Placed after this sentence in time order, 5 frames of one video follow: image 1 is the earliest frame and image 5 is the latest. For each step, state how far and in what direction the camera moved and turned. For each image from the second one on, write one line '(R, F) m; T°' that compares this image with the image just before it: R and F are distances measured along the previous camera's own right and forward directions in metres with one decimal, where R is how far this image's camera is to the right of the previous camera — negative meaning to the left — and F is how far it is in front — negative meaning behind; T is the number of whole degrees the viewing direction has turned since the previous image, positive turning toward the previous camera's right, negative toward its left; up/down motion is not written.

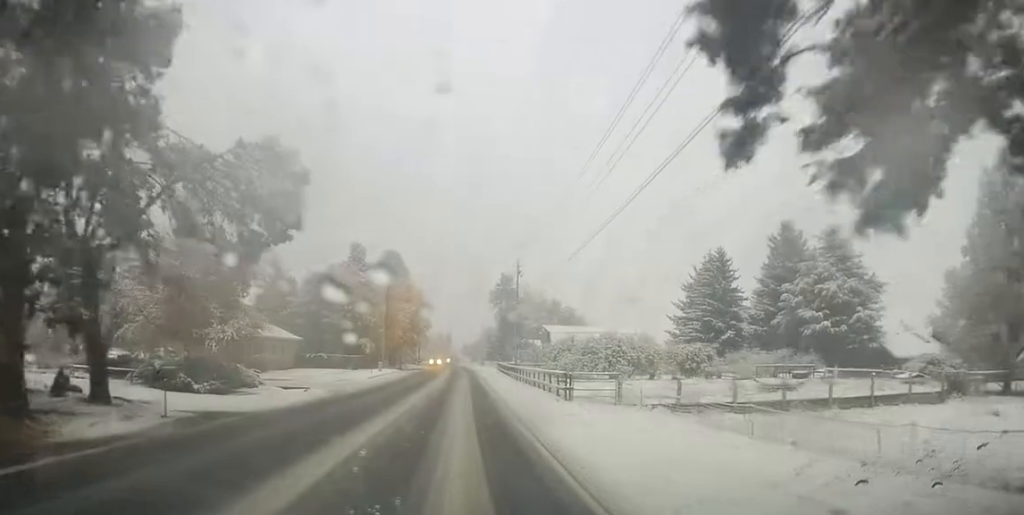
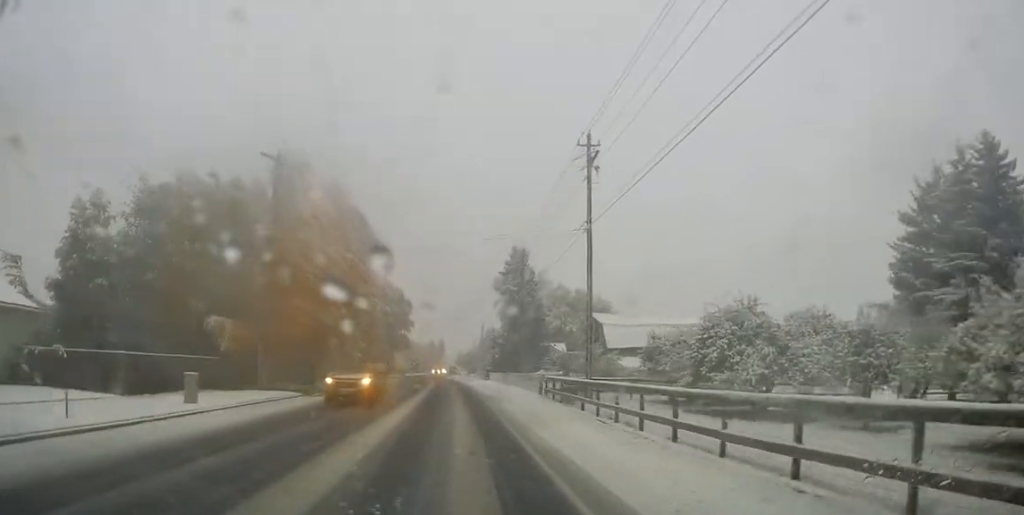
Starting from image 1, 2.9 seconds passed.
(+0.6, +47.8) m; +3°
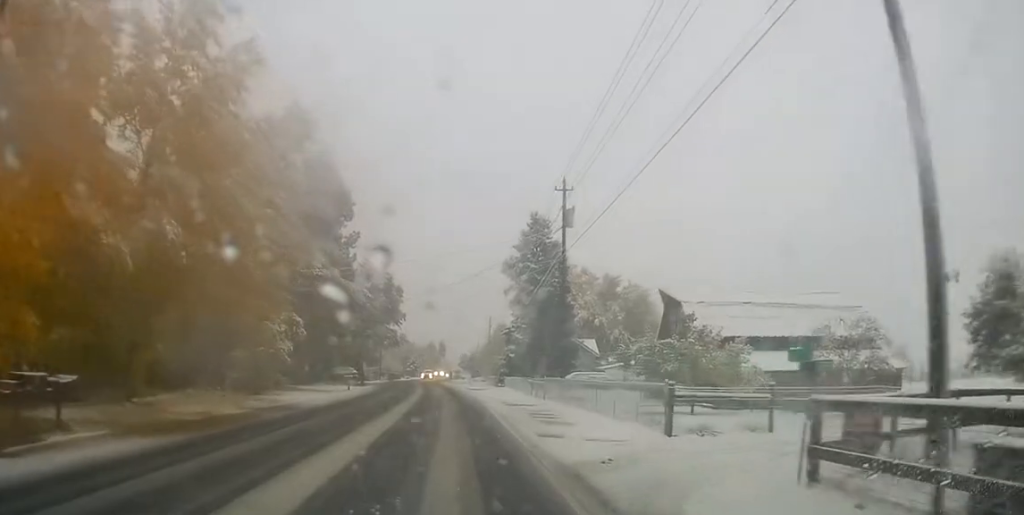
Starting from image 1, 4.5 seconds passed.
(-0.3, +24.7) m; -3°
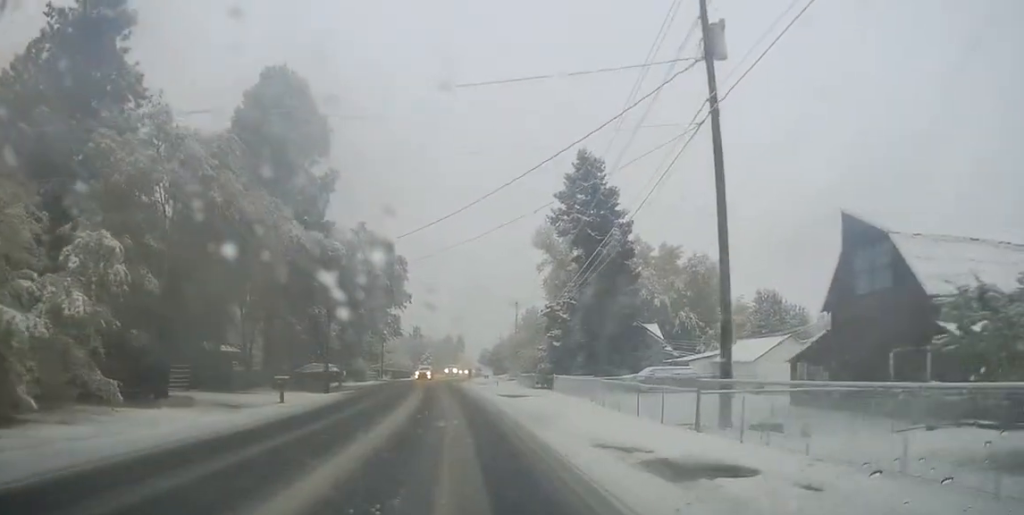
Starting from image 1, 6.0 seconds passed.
(-0.8, +22.6) m; -3°
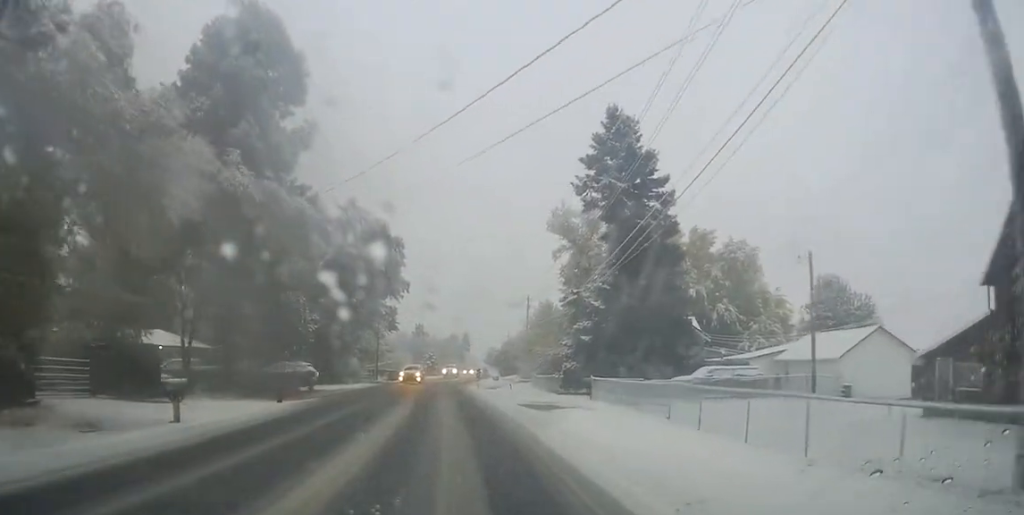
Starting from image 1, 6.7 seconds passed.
(-0.3, +10.7) m; 0°
